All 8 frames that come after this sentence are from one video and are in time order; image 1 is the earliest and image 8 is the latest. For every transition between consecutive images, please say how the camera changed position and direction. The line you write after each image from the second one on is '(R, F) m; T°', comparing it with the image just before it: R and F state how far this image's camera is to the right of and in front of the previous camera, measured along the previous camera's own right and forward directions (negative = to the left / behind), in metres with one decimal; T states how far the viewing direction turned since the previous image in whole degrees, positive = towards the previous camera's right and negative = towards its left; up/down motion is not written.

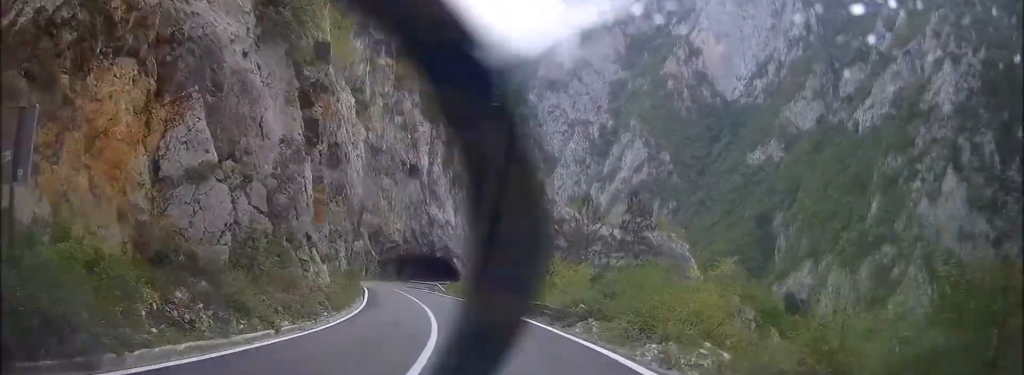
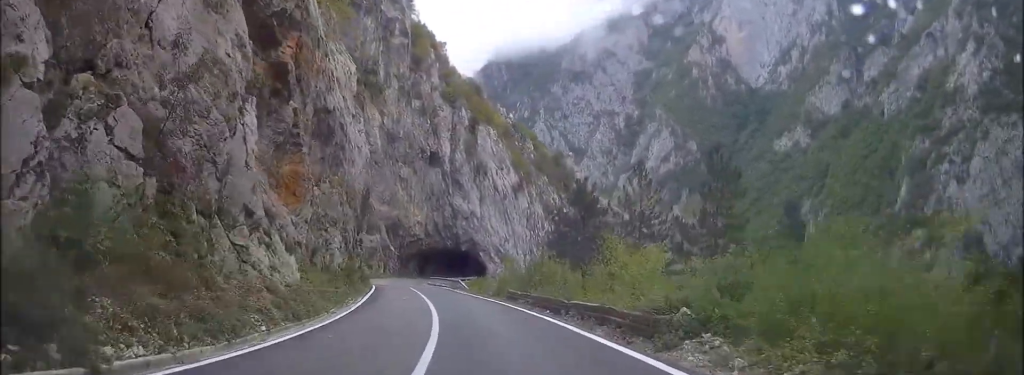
(0.0, +8.7) m; 0°
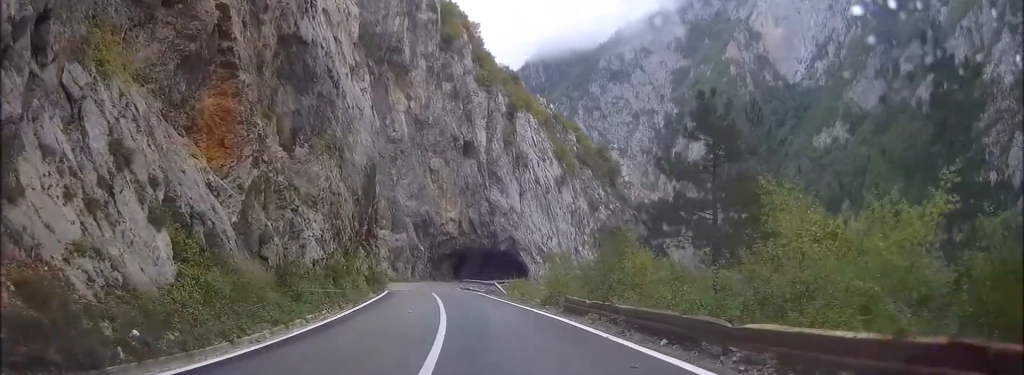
(0.0, +11.1) m; 0°
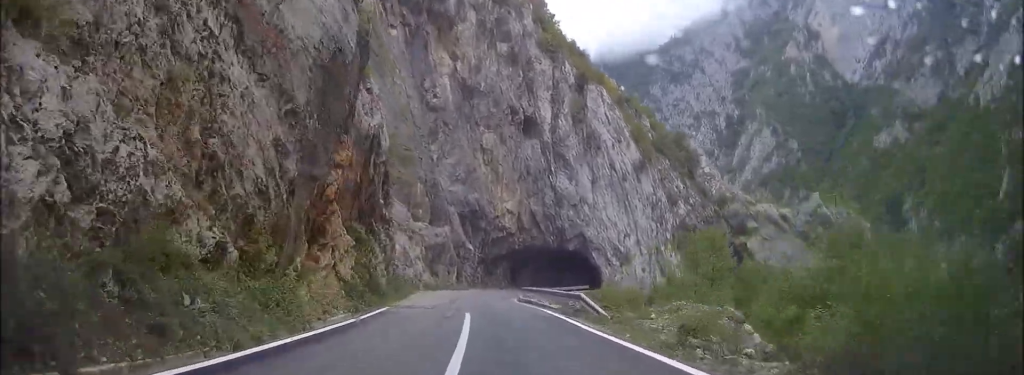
(0.0, +17.2) m; -2°
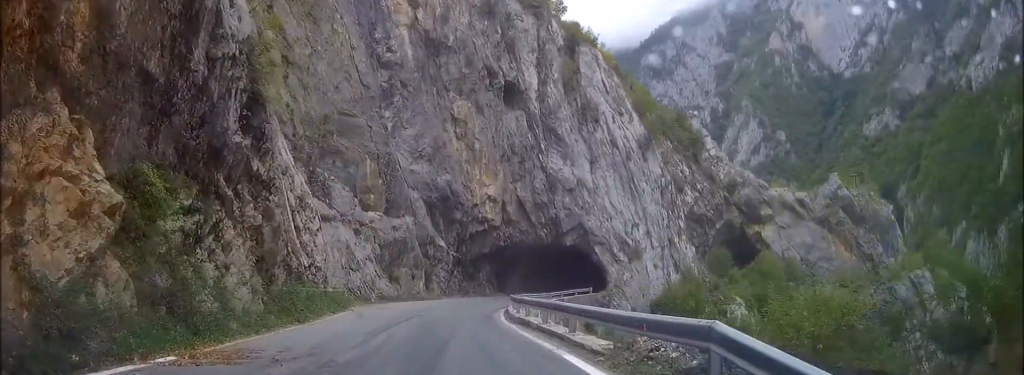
(-0.9, +17.4) m; -6°
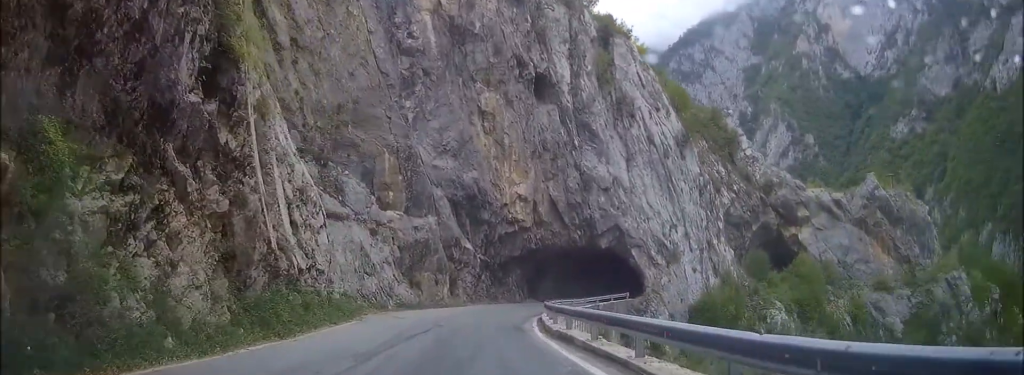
(-0.1, +5.0) m; +1°
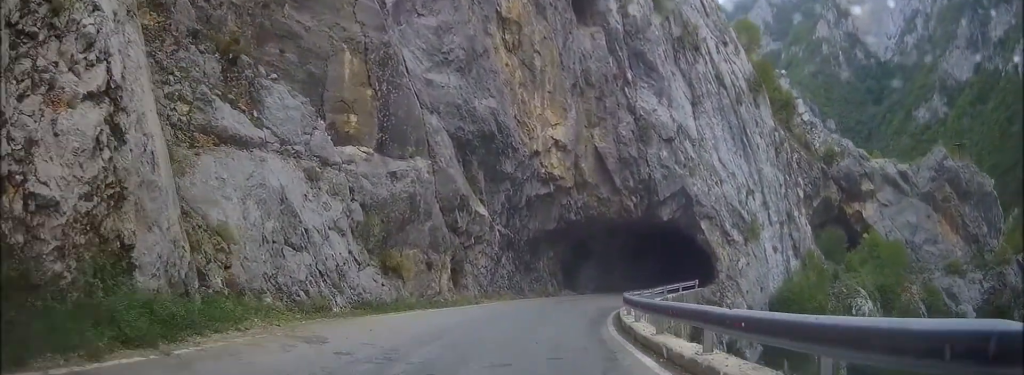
(+1.1, +19.4) m; +7°
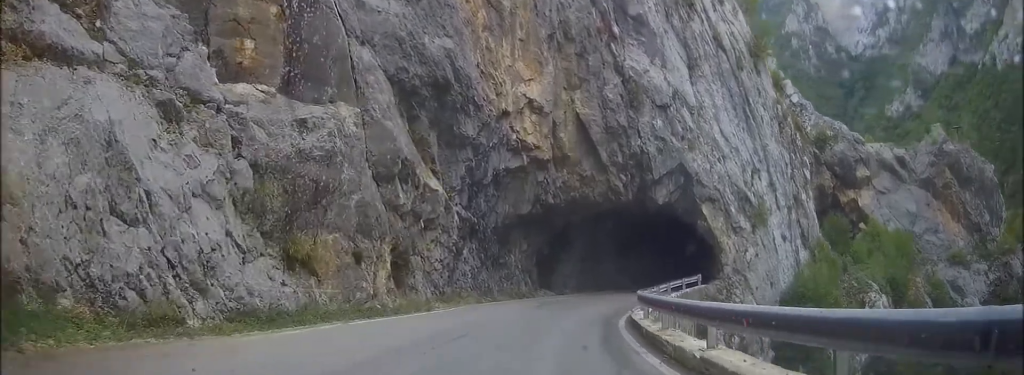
(+0.2, +8.9) m; +3°
